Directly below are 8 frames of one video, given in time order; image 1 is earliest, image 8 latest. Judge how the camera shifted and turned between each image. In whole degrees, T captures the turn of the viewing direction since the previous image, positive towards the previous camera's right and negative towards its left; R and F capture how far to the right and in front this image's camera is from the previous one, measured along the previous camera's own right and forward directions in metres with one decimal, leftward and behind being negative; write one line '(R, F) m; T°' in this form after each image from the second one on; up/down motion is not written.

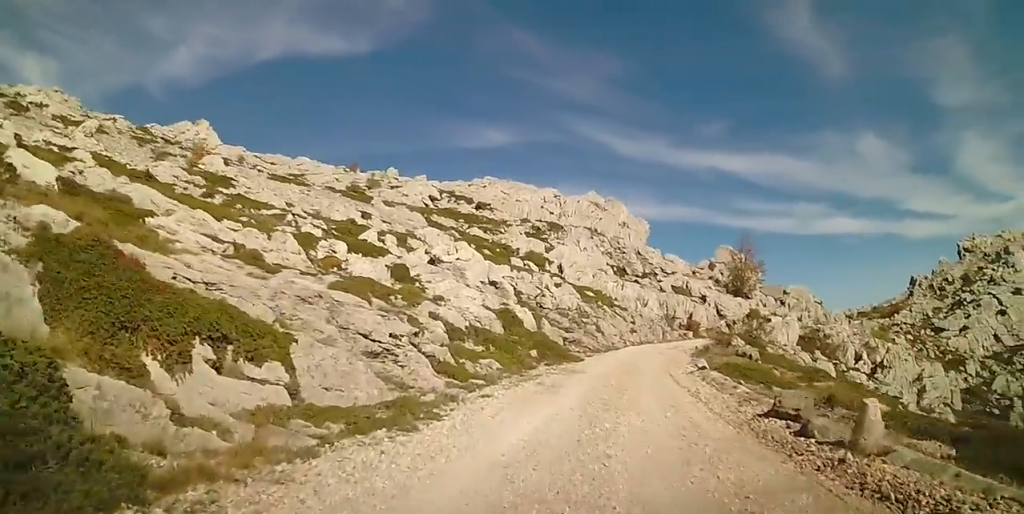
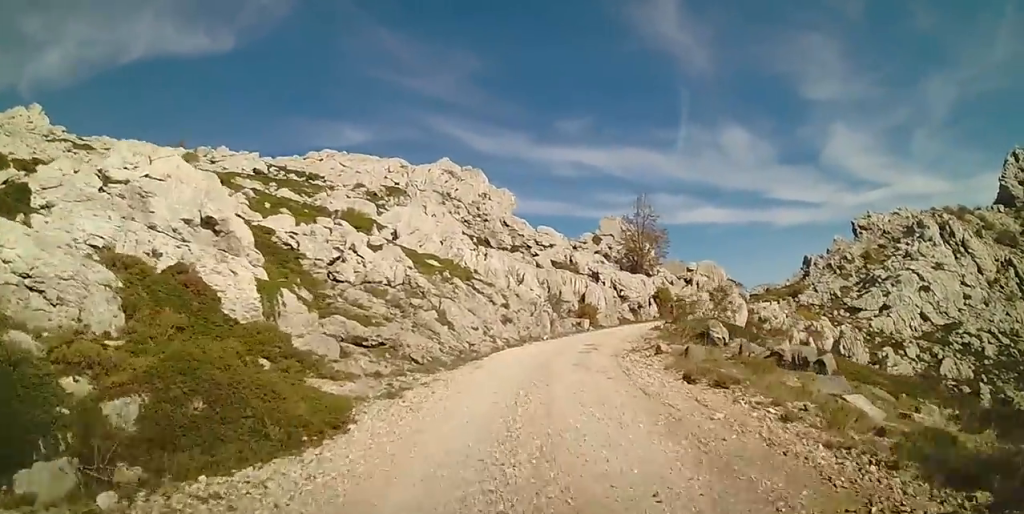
(+2.7, +18.6) m; +13°
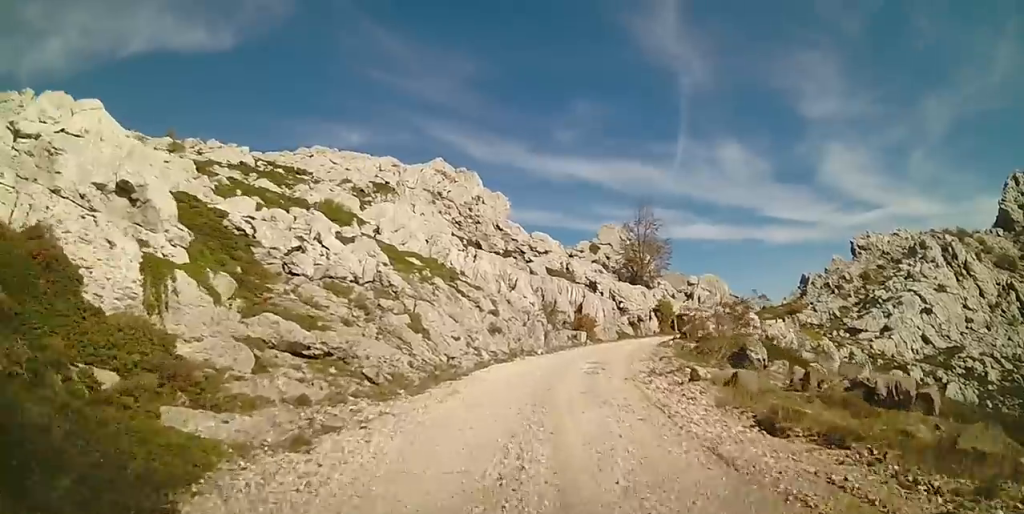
(0.0, +3.8) m; +2°
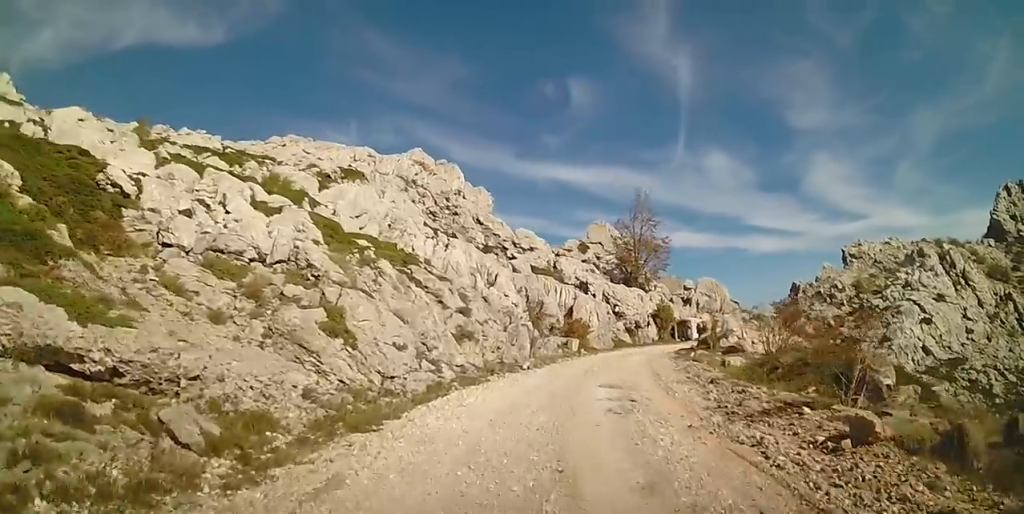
(+0.2, +6.3) m; +4°
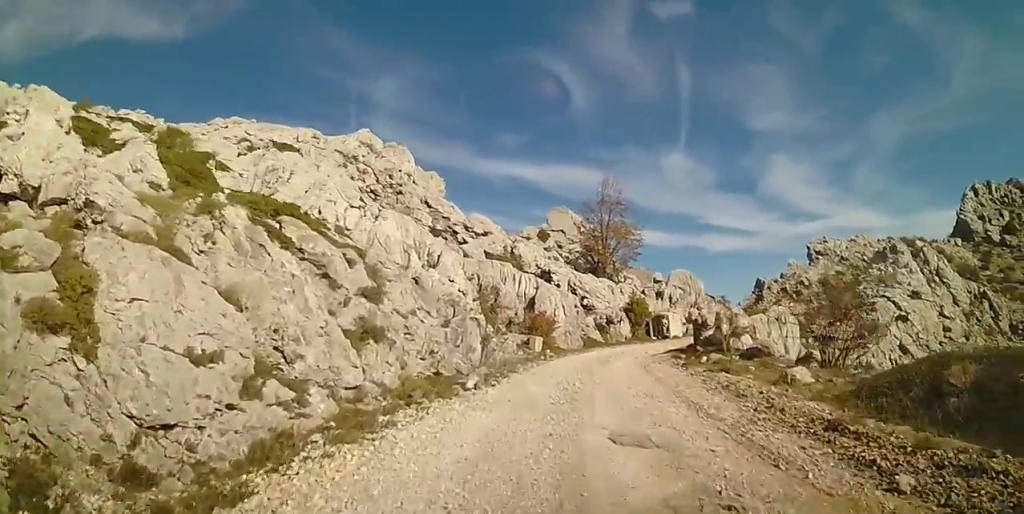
(+0.2, +6.3) m; +3°
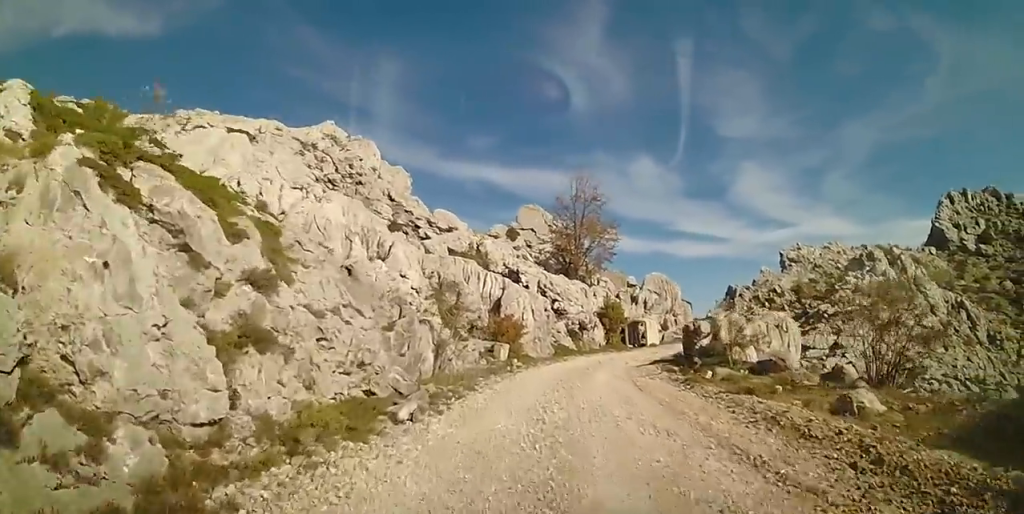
(0.0, +3.3) m; +2°
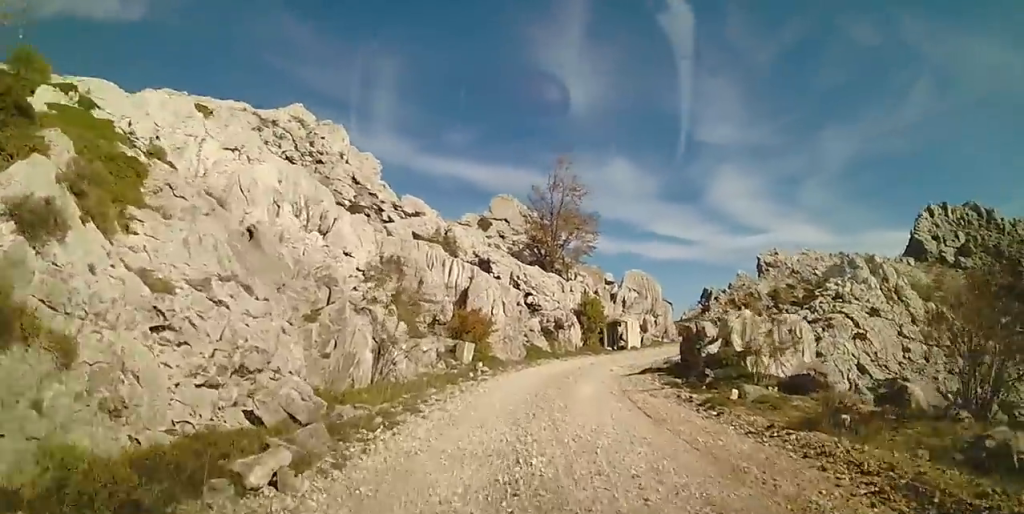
(0.0, +3.4) m; +3°
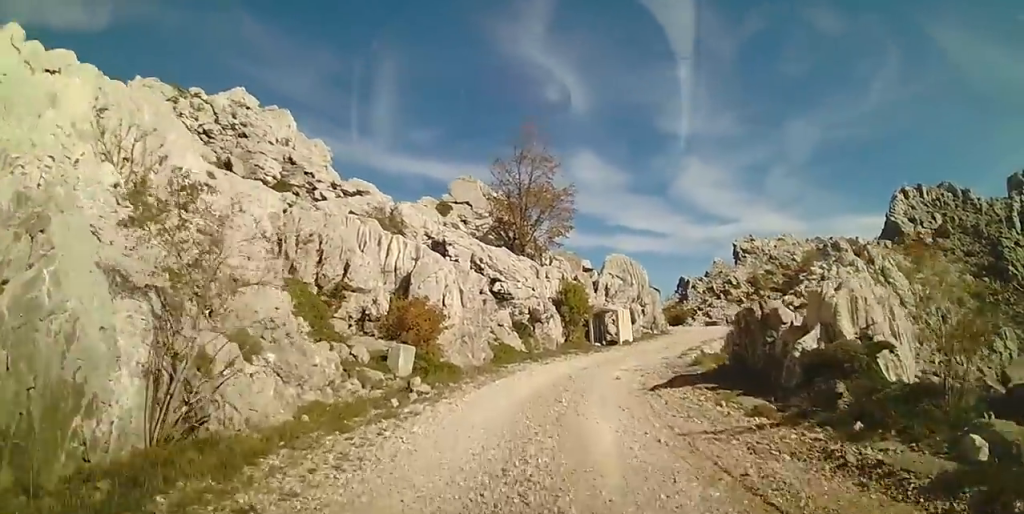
(+0.5, +6.4) m; +6°
